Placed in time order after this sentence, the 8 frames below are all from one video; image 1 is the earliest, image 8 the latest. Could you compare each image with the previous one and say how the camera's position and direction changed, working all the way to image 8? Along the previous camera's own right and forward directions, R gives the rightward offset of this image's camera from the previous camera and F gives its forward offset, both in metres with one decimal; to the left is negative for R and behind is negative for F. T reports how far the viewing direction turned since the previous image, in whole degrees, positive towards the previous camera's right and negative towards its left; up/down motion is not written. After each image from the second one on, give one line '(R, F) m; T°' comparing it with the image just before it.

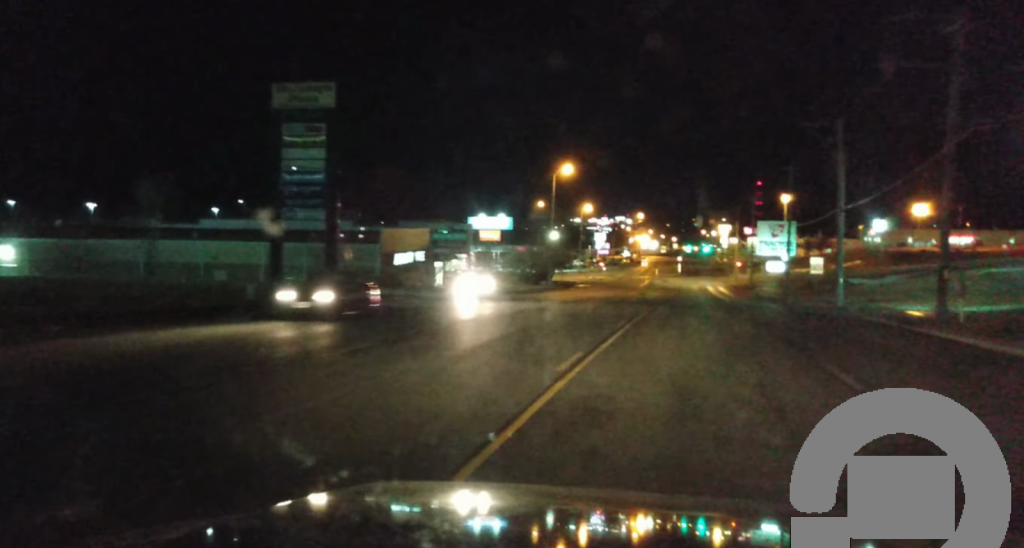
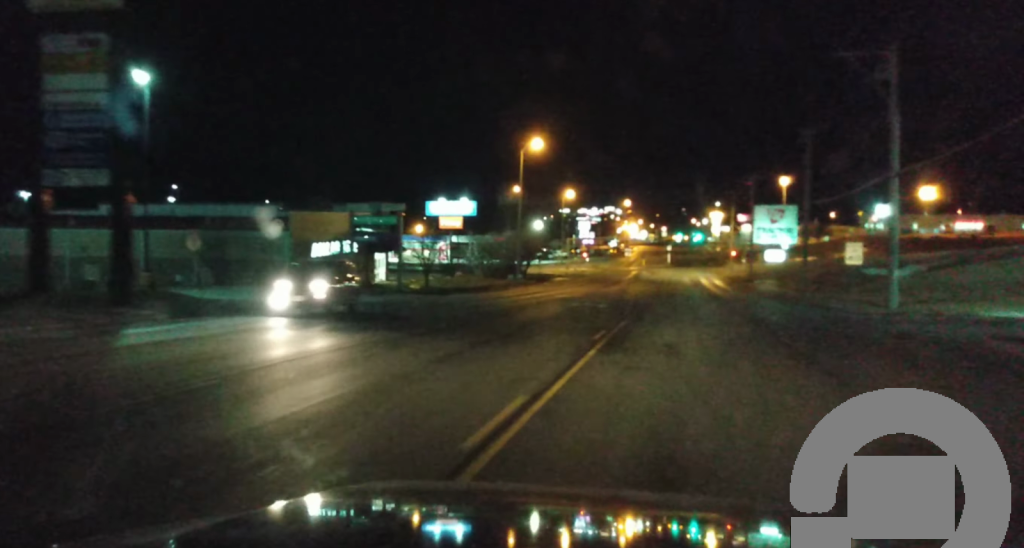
(-0.4, +17.6) m; -2°
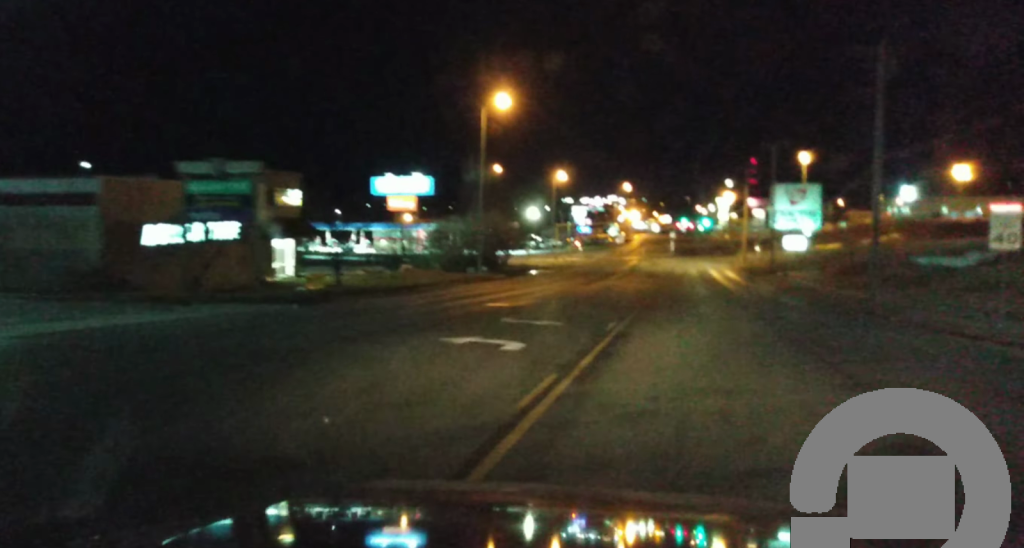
(+0.2, +21.6) m; +1°
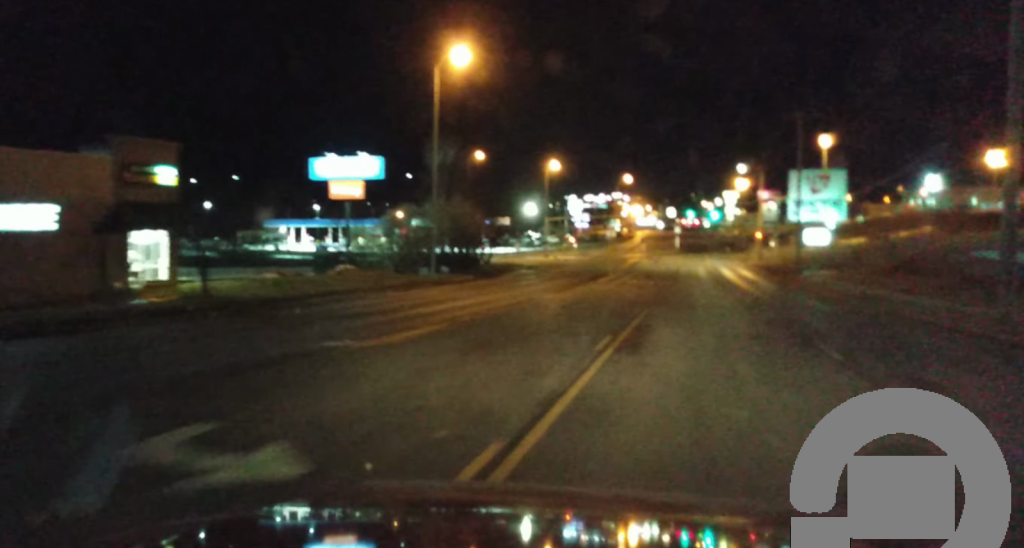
(-0.1, +16.8) m; -1°
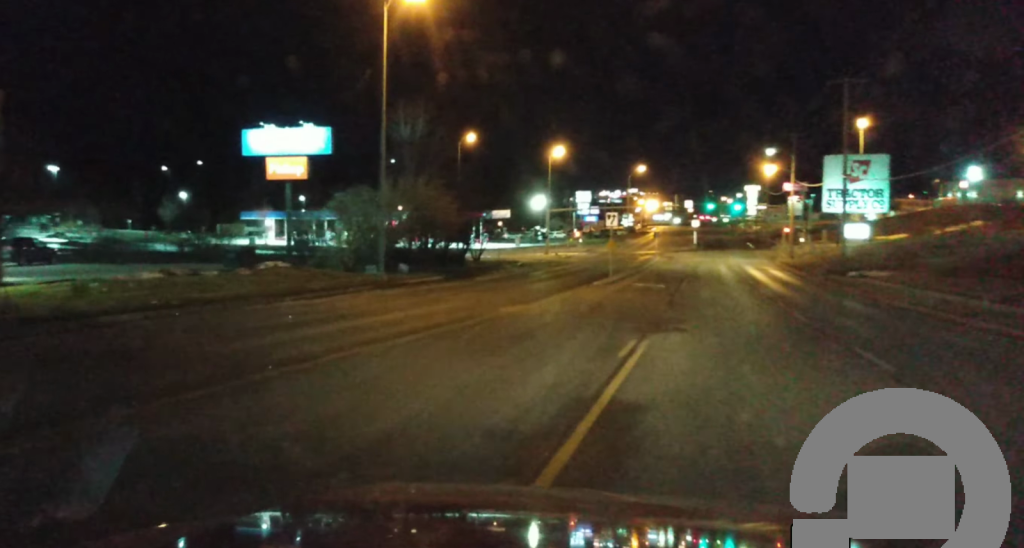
(0.0, +13.9) m; 0°
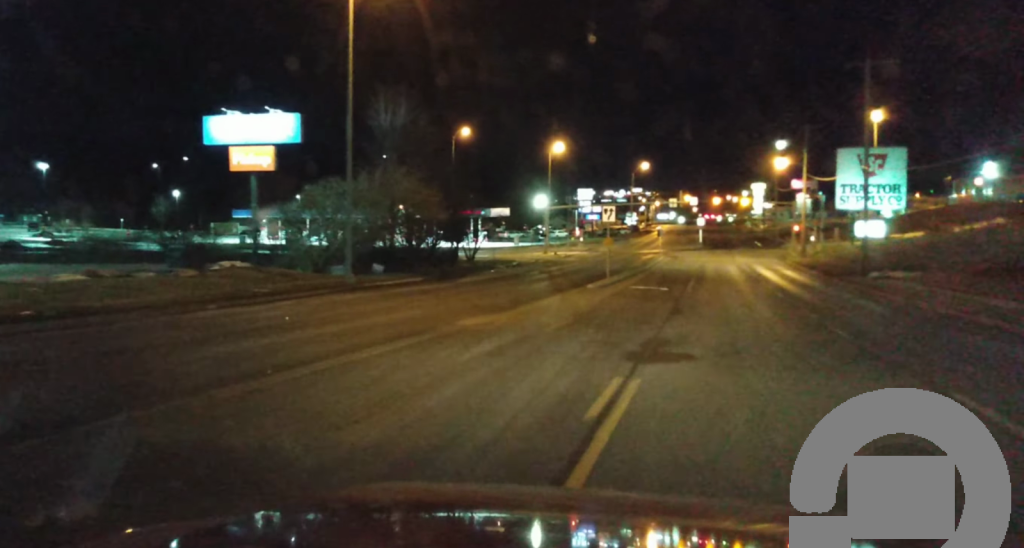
(-0.1, +6.1) m; +1°
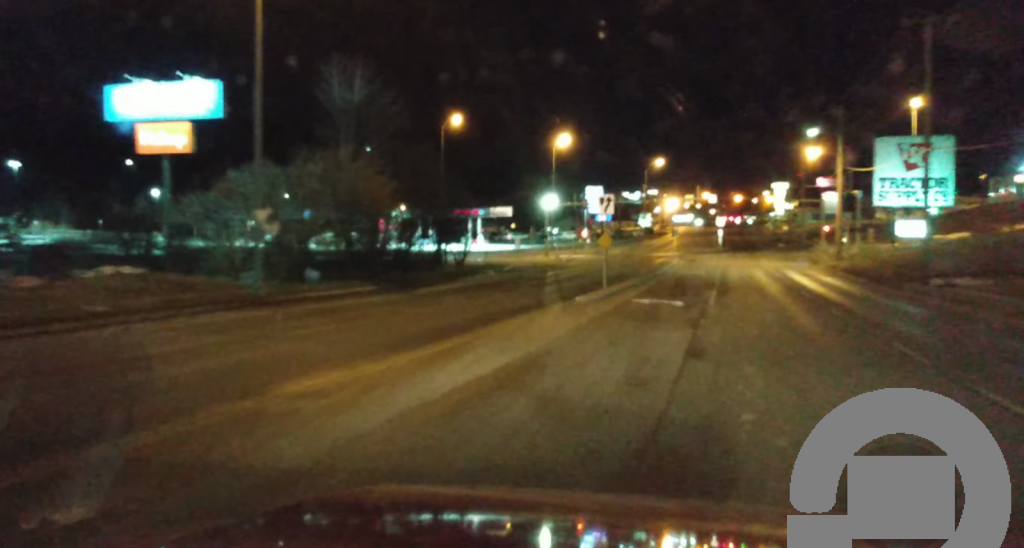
(+0.3, +11.3) m; +1°
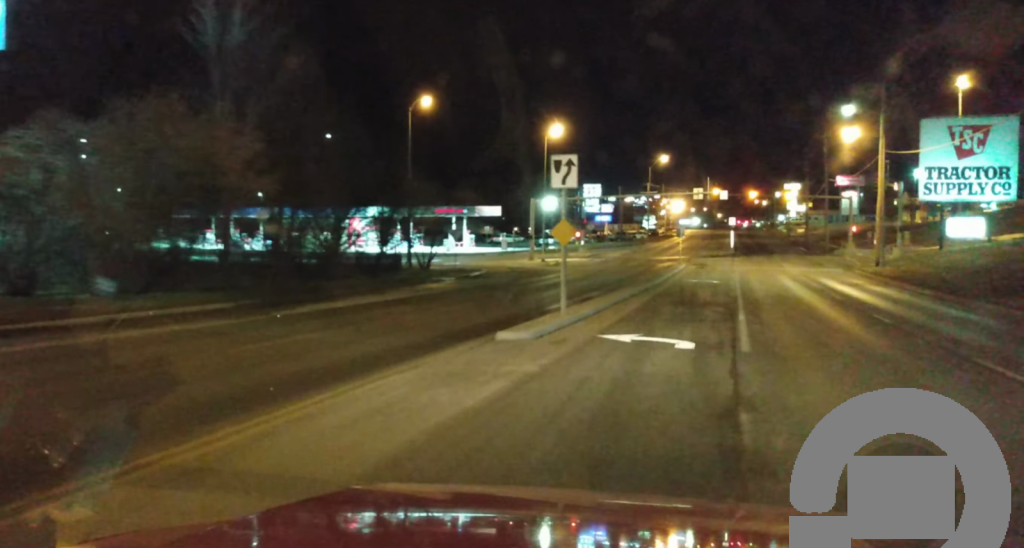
(-0.3, +15.6) m; -2°
